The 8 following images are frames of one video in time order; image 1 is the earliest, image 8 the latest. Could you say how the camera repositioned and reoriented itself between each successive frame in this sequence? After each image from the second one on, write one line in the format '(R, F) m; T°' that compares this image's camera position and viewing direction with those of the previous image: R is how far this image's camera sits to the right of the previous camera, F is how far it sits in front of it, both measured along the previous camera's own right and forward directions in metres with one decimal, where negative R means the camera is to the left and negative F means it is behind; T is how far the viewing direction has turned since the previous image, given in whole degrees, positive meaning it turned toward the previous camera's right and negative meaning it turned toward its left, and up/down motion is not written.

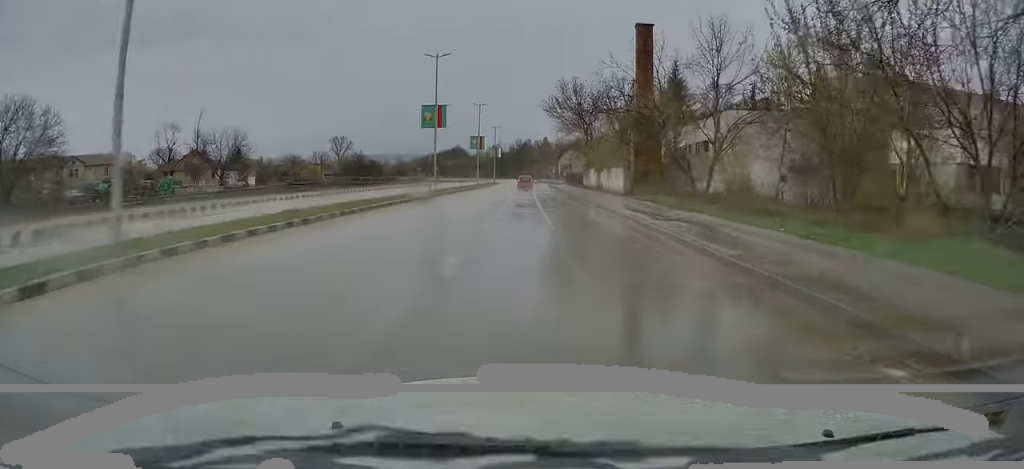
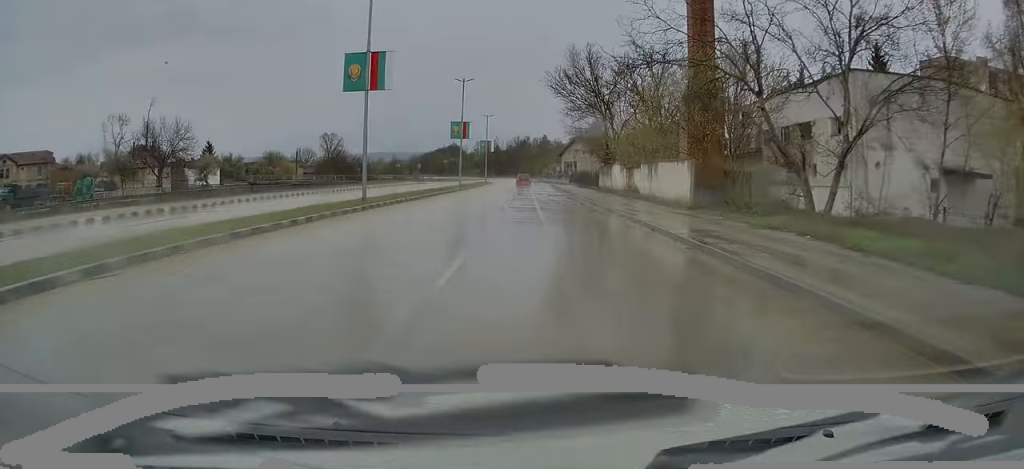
(-0.1, +18.4) m; 0°
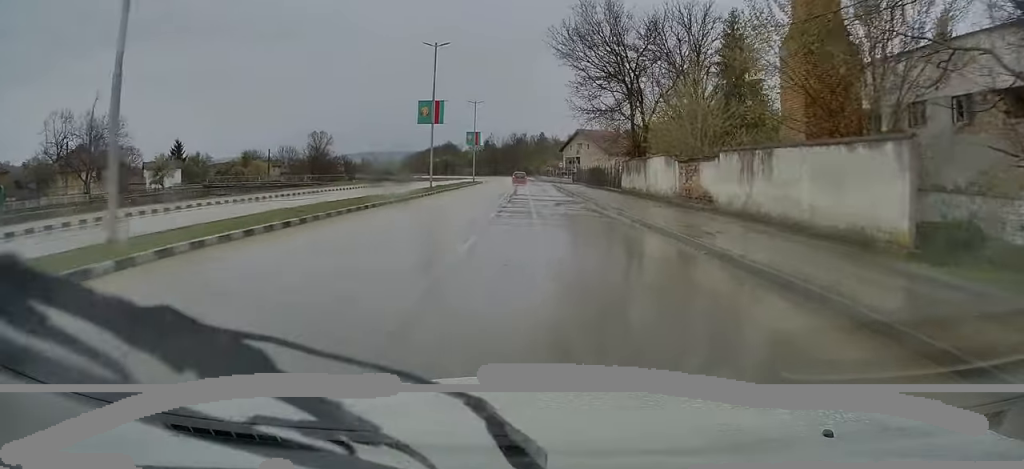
(+0.1, +15.6) m; 0°
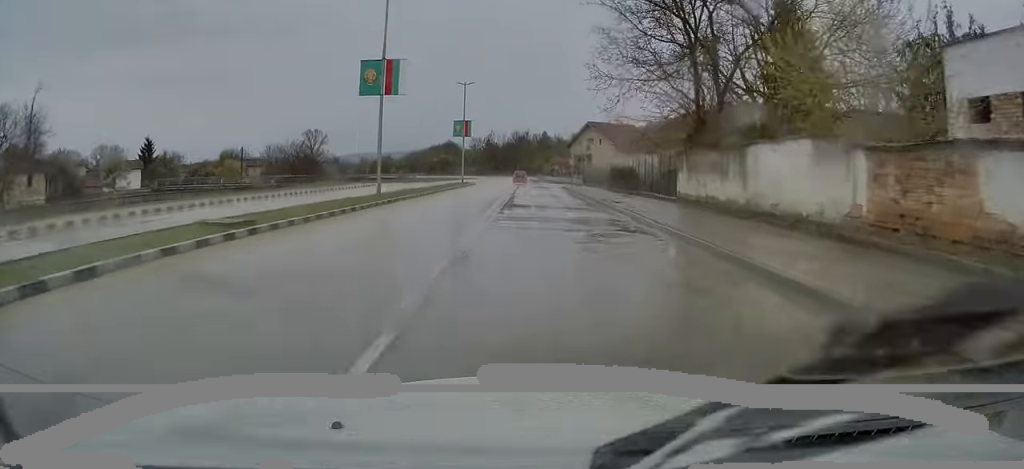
(-0.1, +15.2) m; 0°
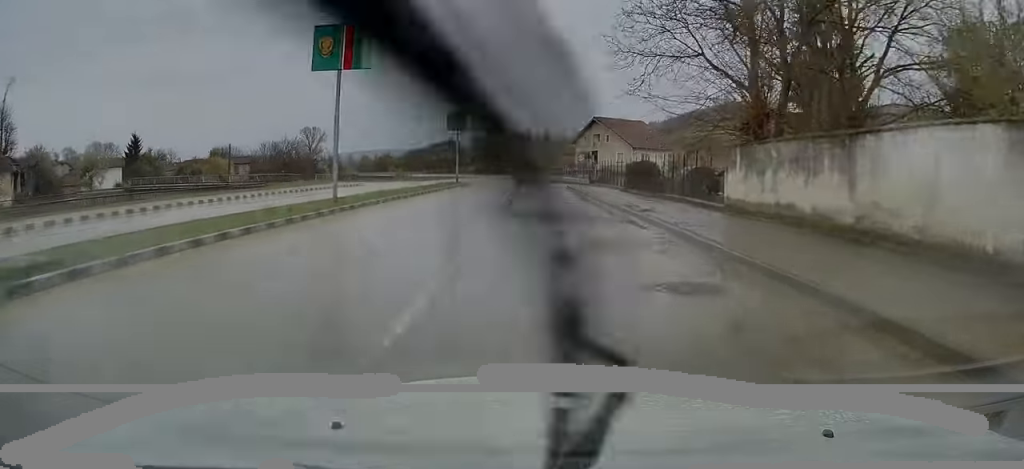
(0.0, +6.4) m; 0°
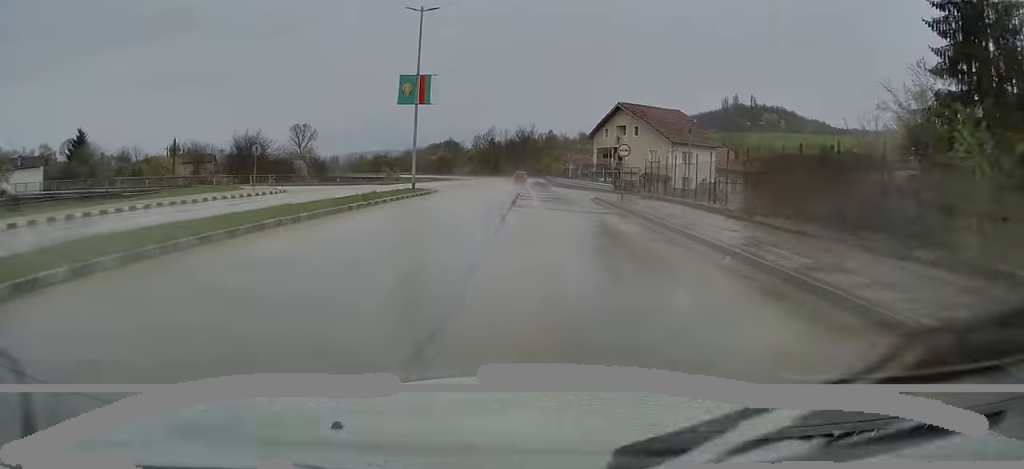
(-0.2, +21.4) m; -1°
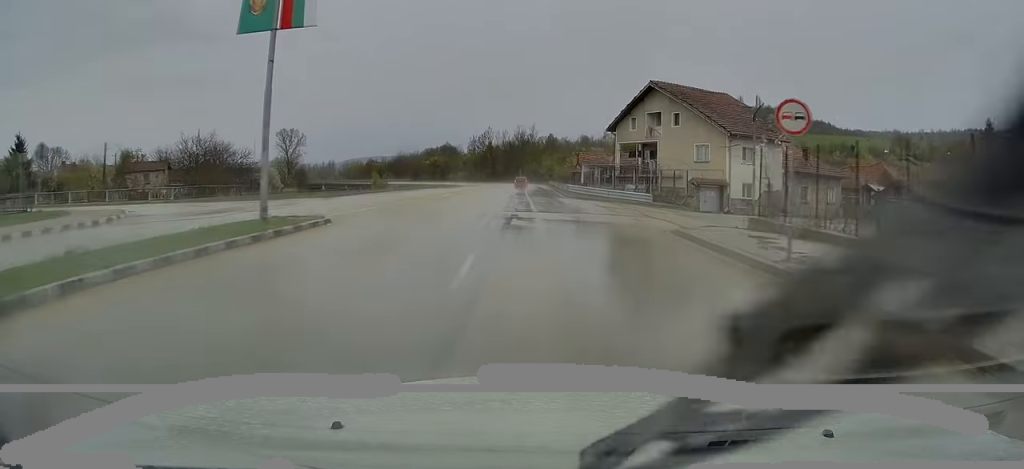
(+0.2, +18.6) m; +1°
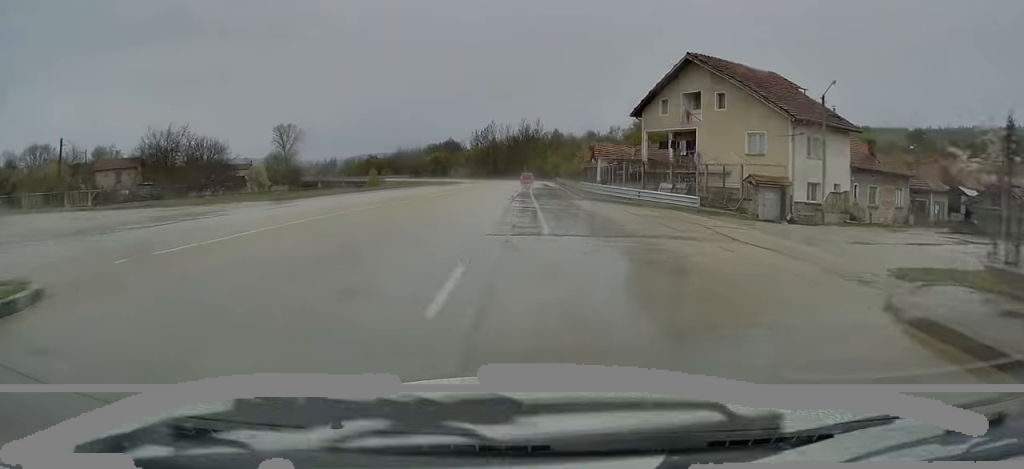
(0.0, +10.5) m; -1°
